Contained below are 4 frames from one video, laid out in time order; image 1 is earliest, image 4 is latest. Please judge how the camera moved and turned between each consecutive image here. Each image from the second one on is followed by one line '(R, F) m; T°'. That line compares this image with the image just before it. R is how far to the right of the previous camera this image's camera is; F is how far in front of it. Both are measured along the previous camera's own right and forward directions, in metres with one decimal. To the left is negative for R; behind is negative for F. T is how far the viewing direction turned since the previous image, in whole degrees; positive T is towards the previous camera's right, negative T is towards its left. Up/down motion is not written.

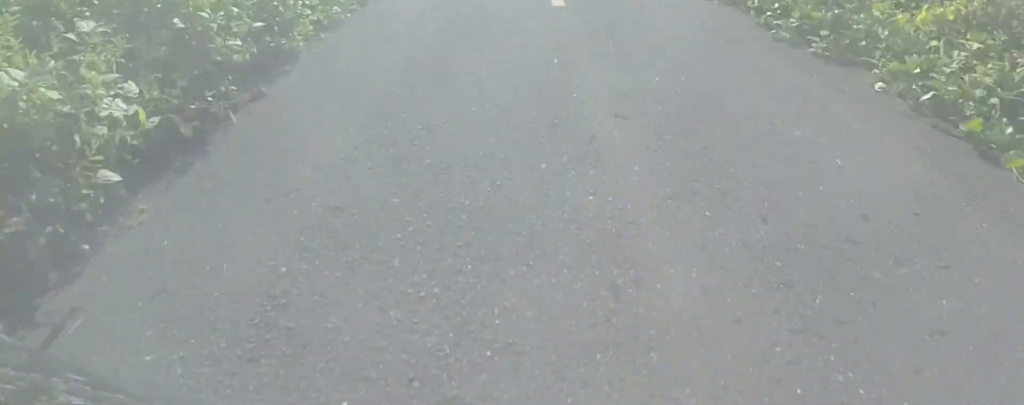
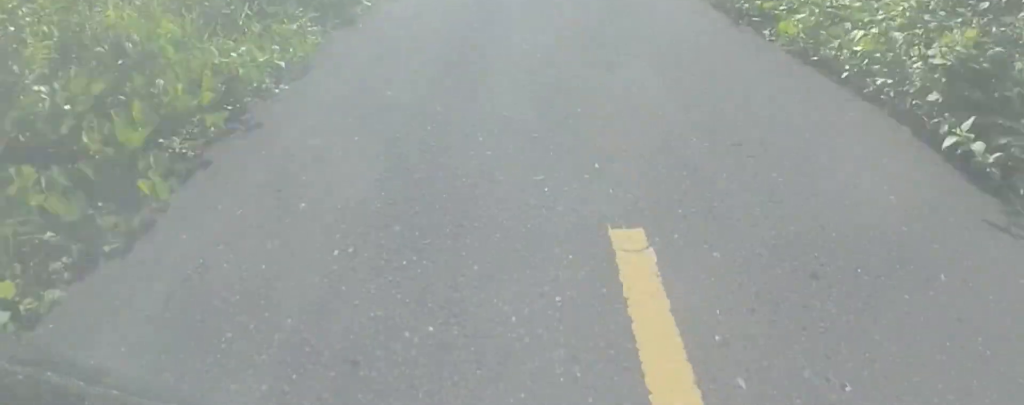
(-0.1, +16.5) m; -2°
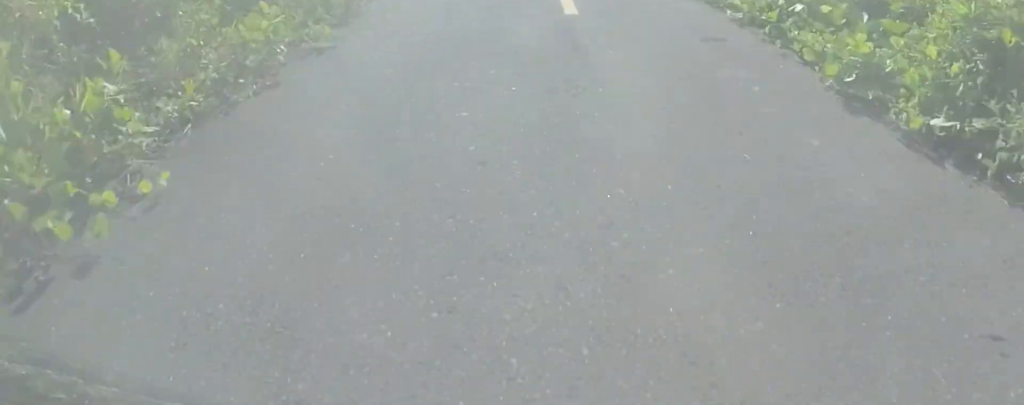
(-0.3, +19.3) m; 0°
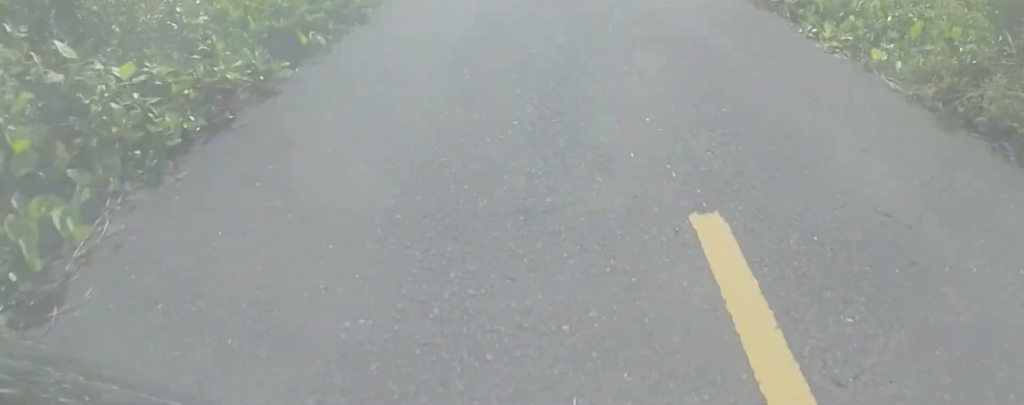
(+1.1, +23.9) m; +3°
